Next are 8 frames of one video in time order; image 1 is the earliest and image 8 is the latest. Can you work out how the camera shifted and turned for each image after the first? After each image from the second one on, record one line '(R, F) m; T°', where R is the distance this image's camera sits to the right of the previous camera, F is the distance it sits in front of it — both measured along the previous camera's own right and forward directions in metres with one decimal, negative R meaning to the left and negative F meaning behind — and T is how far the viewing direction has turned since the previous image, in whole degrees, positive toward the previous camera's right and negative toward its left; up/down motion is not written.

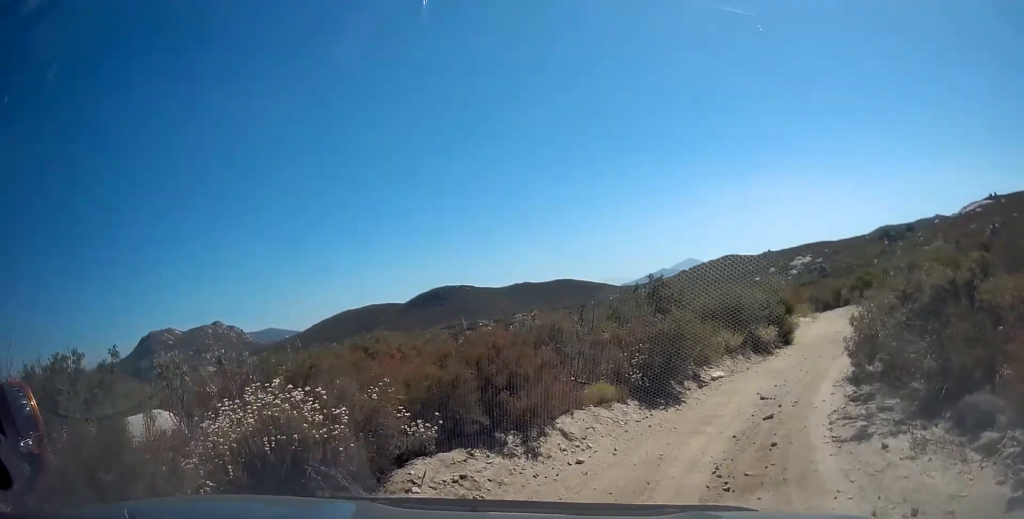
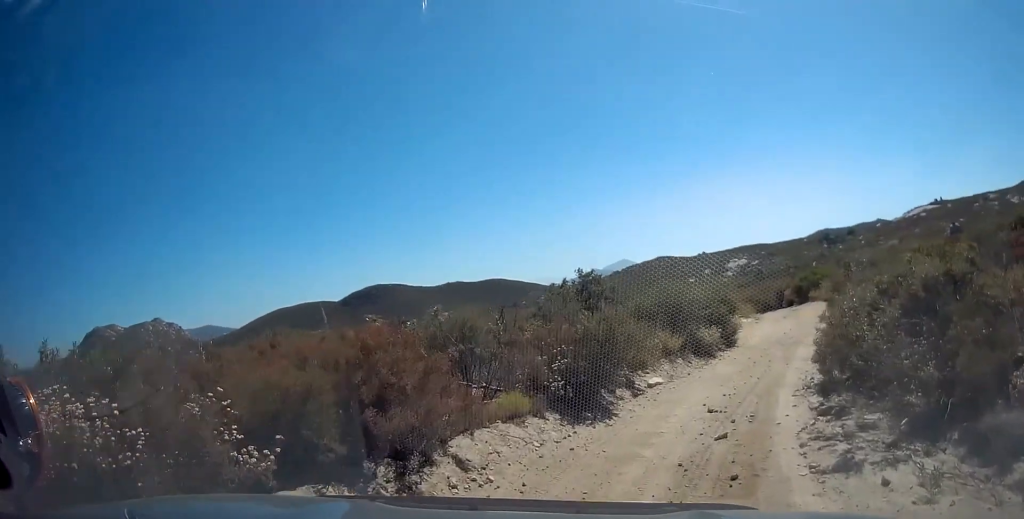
(+0.3, +1.9) m; +9°
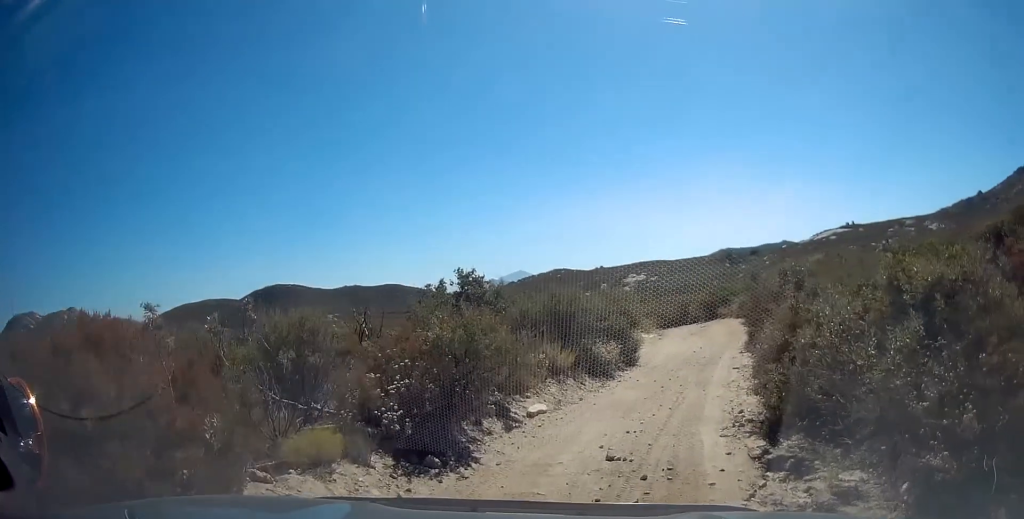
(+0.3, +2.7) m; +7°
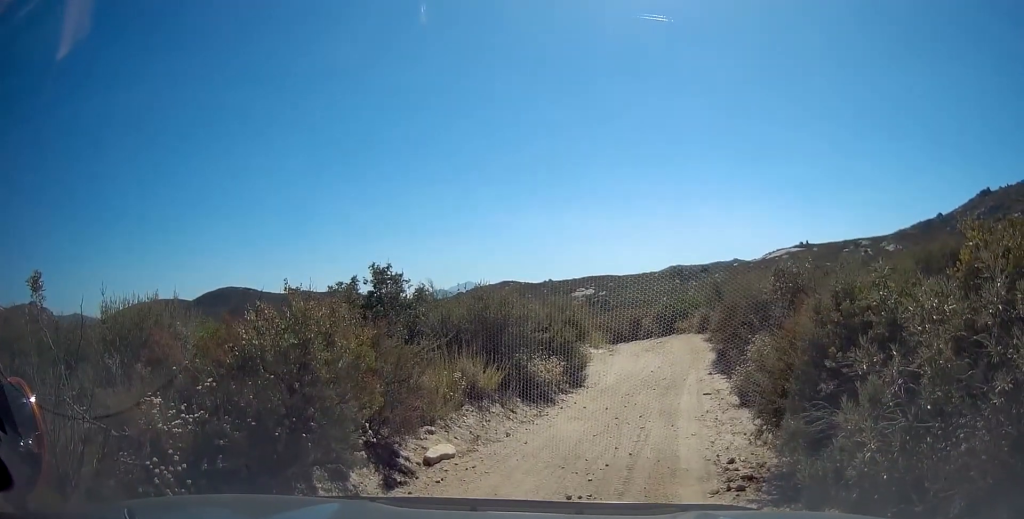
(+0.1, +3.9) m; +2°
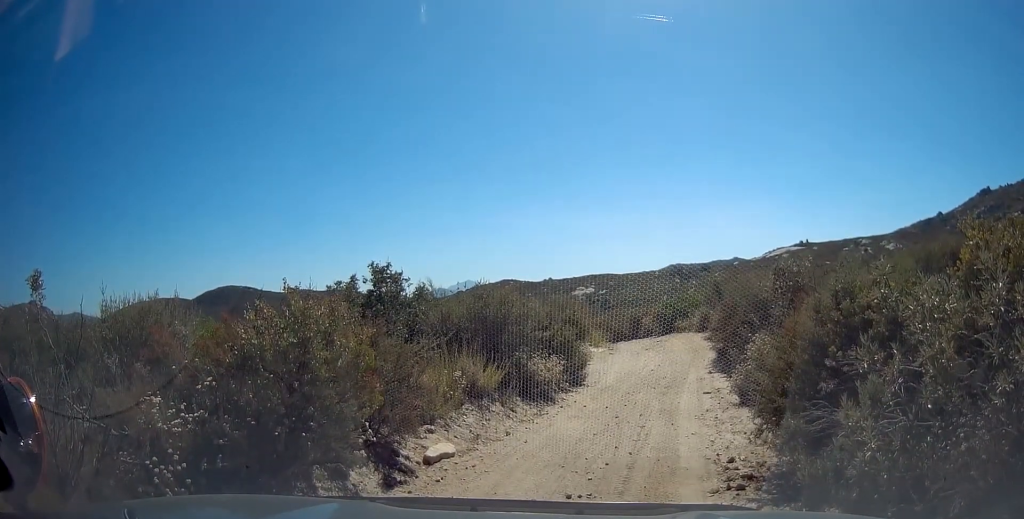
(+0.1, 0.0) m; 0°
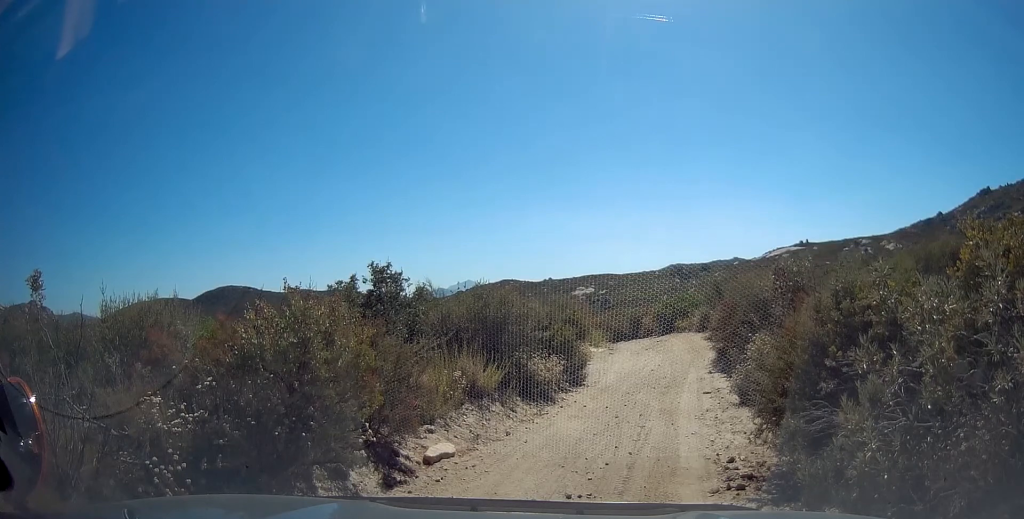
(0.0, 0.0) m; 0°
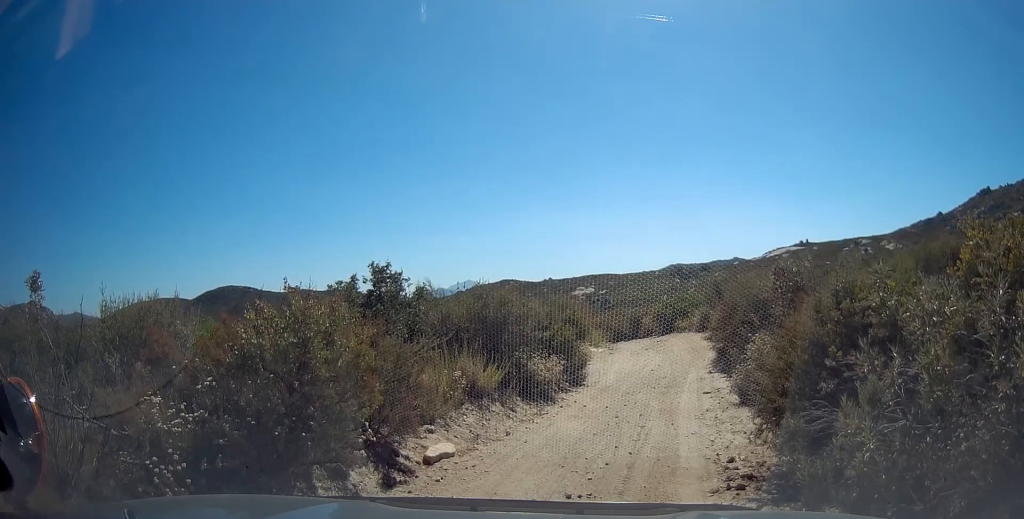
(0.0, 0.0) m; 0°
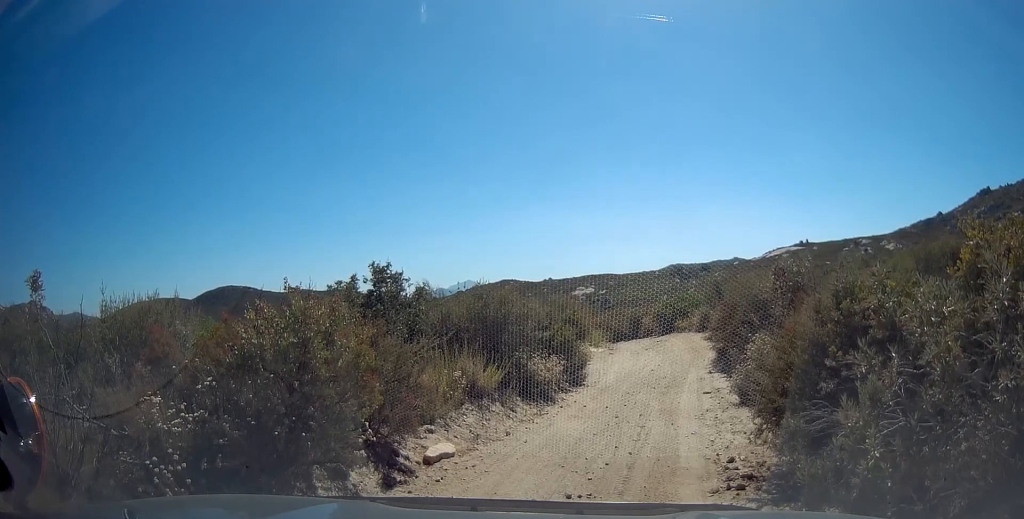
(0.0, 0.0) m; 0°
